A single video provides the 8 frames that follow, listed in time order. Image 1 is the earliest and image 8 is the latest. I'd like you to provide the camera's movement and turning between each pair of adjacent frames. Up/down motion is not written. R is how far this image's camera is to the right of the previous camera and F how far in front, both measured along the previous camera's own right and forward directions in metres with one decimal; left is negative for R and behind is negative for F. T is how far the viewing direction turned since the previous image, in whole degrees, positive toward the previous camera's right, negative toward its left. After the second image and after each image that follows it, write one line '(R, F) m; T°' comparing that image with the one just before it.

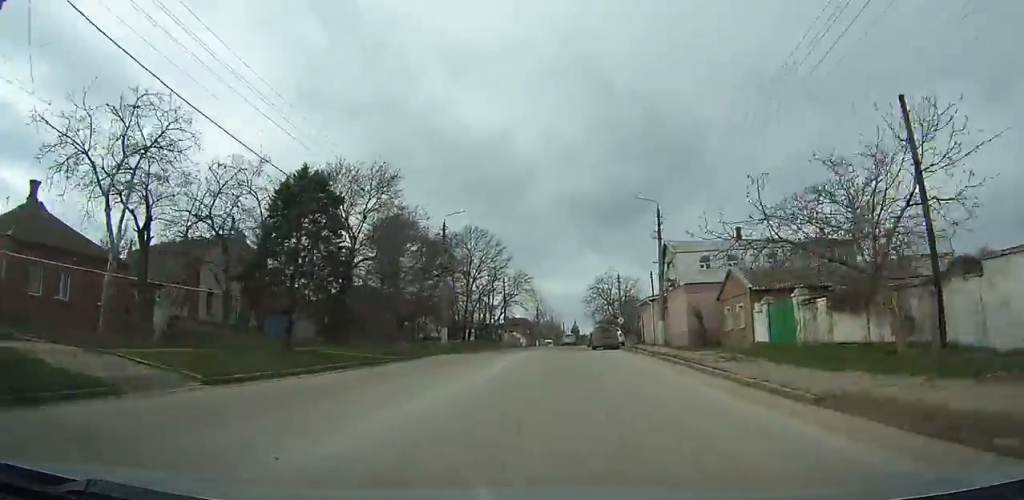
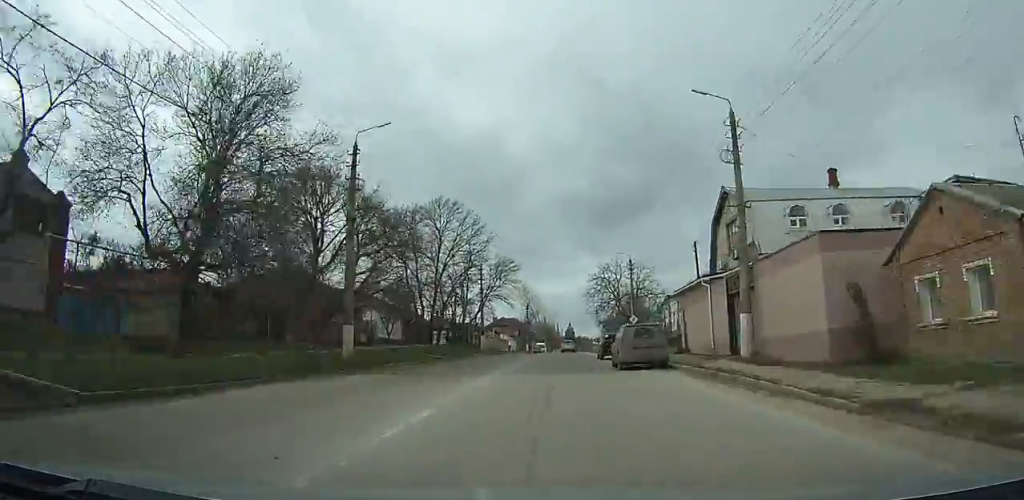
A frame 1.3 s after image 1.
(-0.1, +18.7) m; 0°
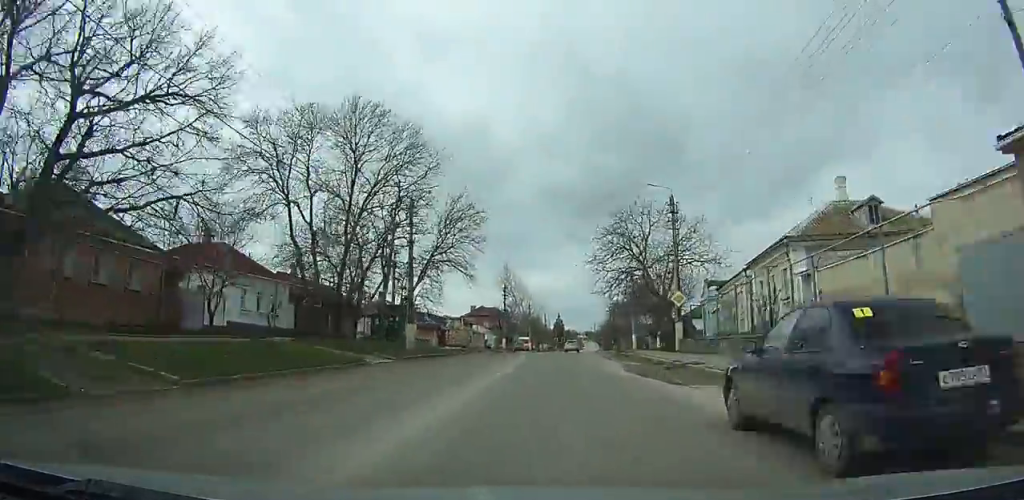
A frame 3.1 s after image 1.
(+0.1, +27.0) m; +1°
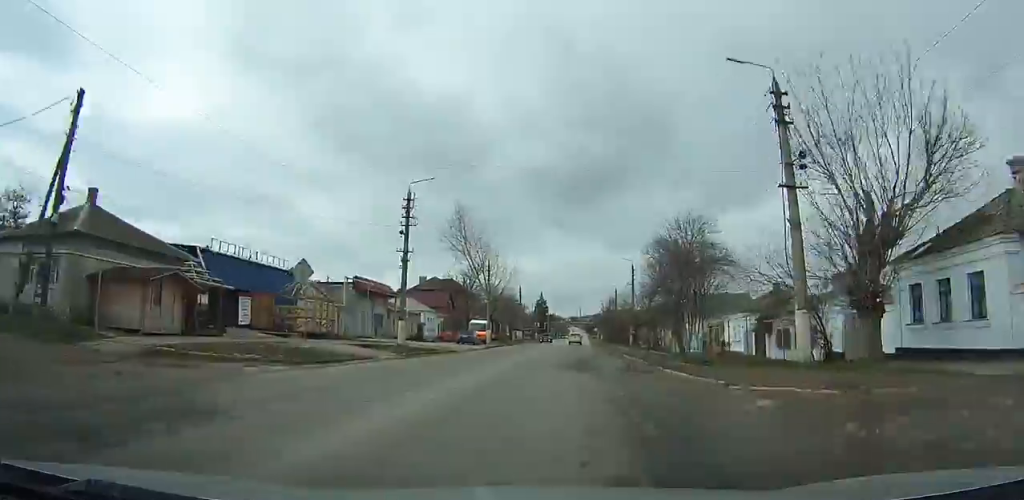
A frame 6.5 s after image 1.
(+0.9, +47.2) m; +2°
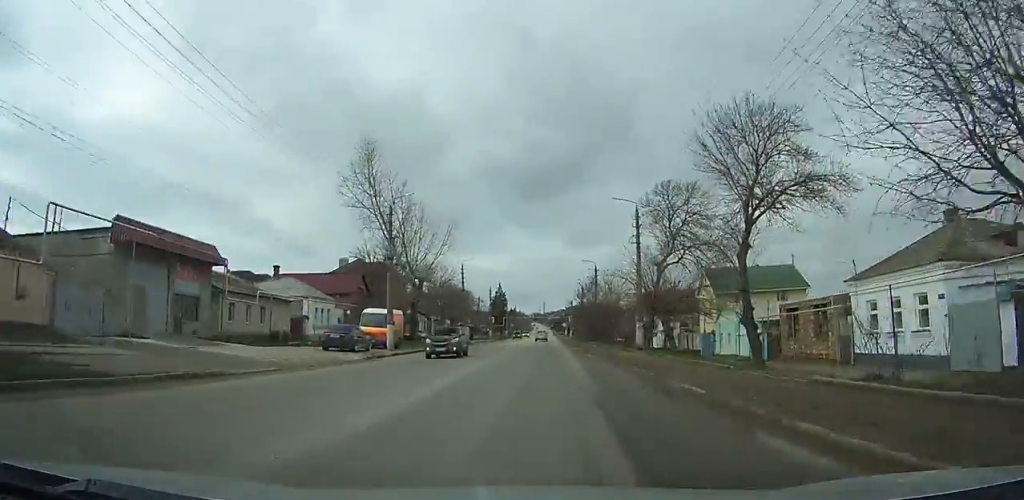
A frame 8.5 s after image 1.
(+0.4, +28.4) m; +1°
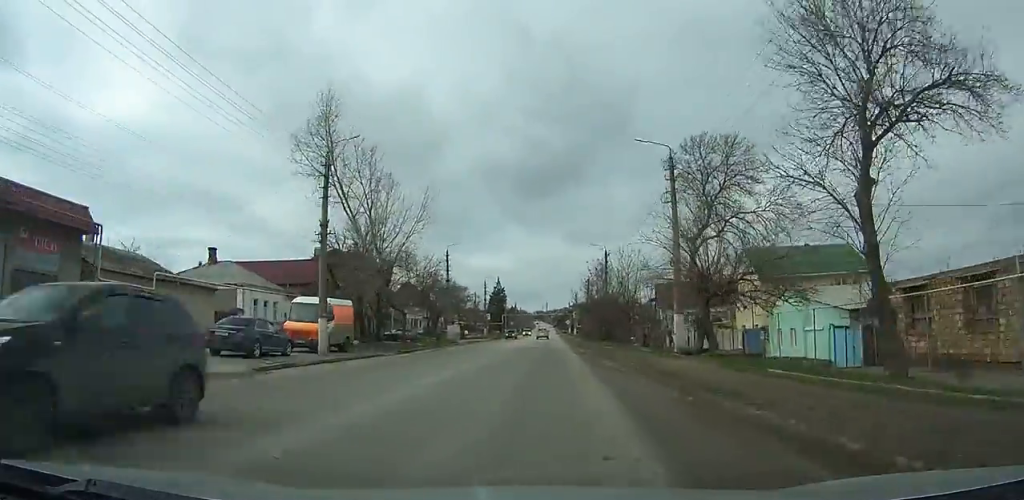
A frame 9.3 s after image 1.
(+0.1, +11.5) m; 0°
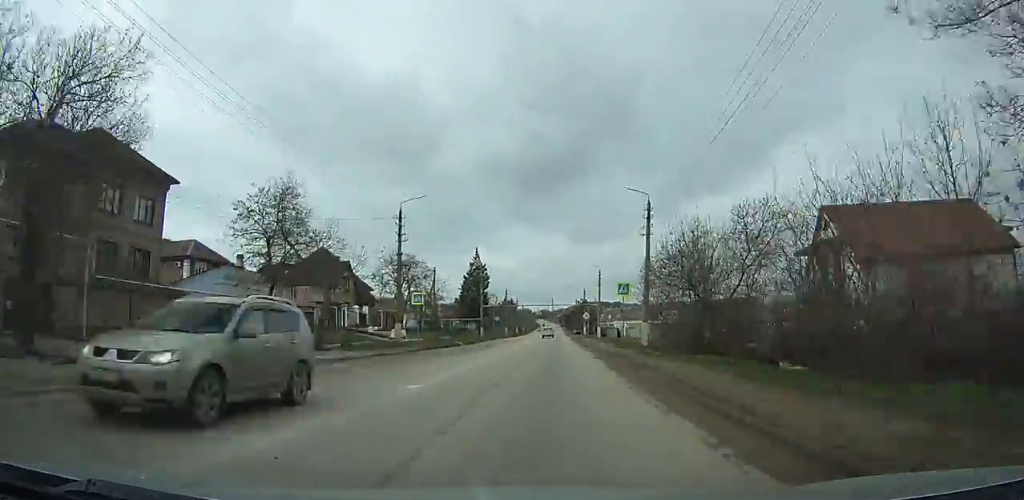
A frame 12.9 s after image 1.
(+0.2, +53.5) m; 0°
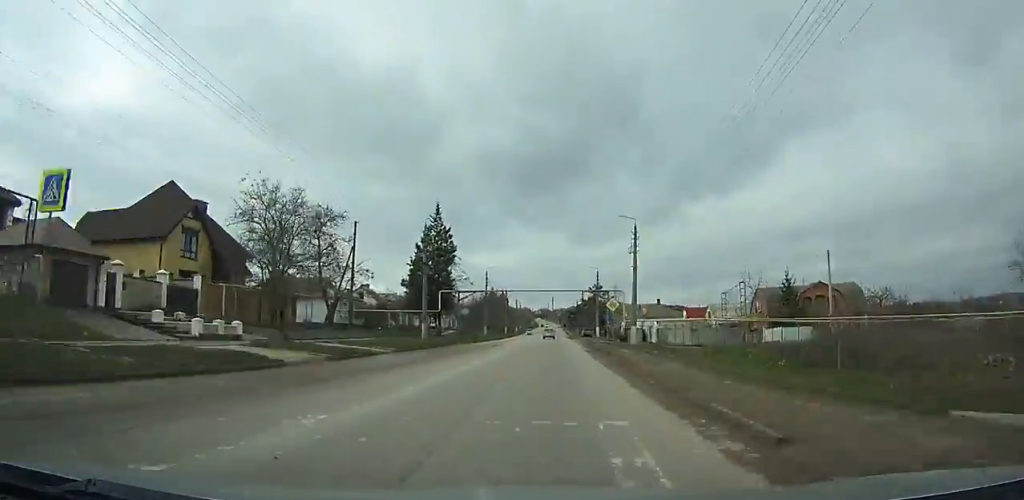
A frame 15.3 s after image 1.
(-0.2, +35.5) m; 0°
